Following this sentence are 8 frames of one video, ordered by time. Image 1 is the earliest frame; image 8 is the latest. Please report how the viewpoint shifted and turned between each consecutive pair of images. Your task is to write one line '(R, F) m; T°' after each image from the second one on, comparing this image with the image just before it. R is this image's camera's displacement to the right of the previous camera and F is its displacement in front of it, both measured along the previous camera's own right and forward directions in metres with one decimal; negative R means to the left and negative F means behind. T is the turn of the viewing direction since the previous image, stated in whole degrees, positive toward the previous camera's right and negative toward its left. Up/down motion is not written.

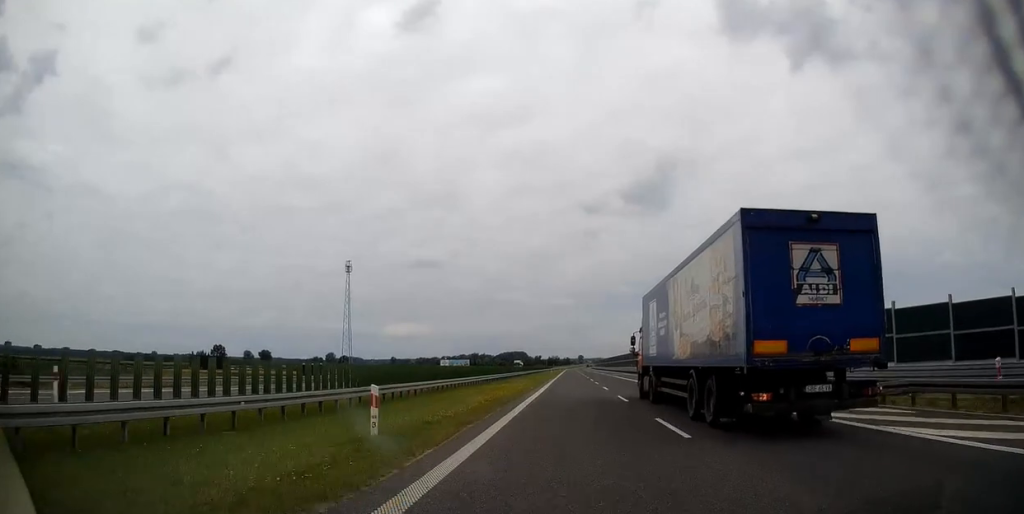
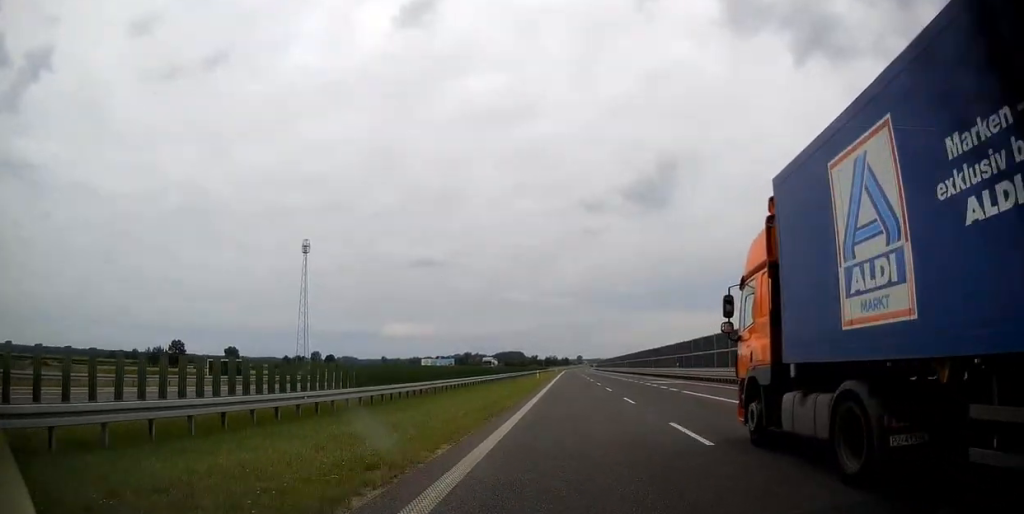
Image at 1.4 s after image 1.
(0.0, +49.2) m; 0°
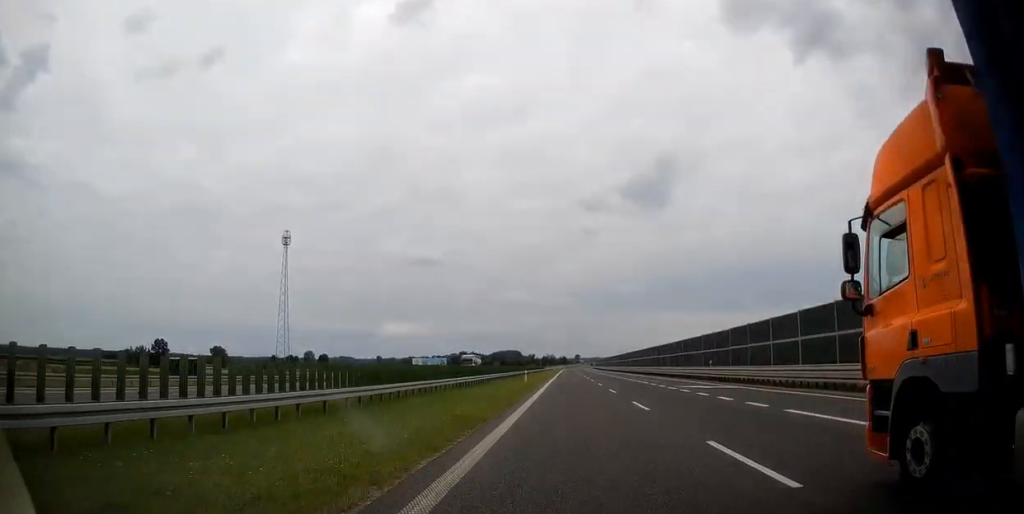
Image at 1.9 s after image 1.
(0.0, +16.0) m; 0°
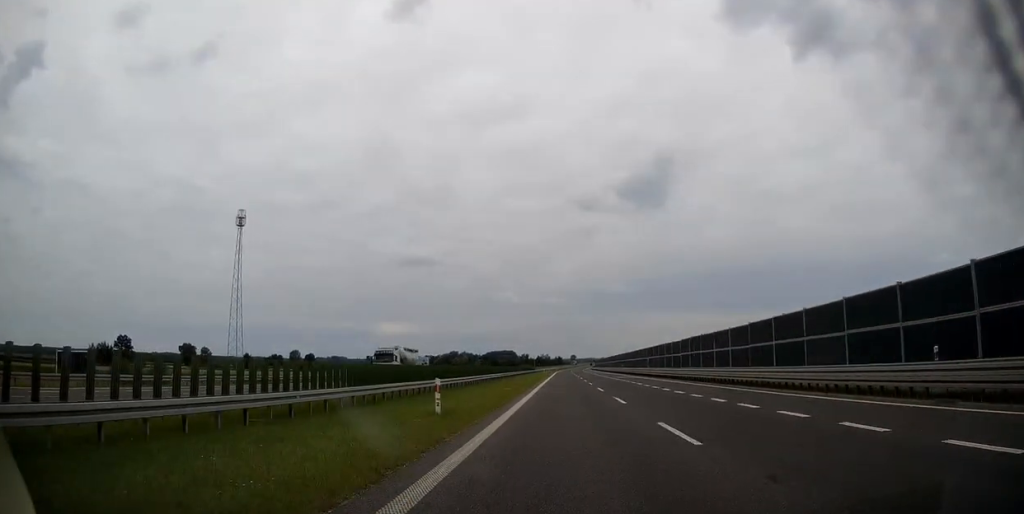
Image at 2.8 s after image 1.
(0.0, +32.2) m; 0°
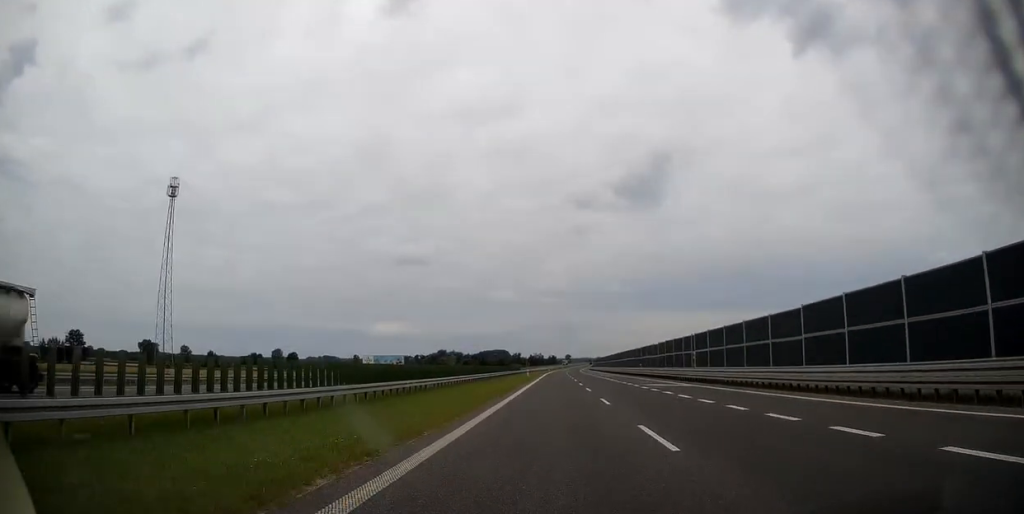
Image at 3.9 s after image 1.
(0.0, +36.8) m; +1°
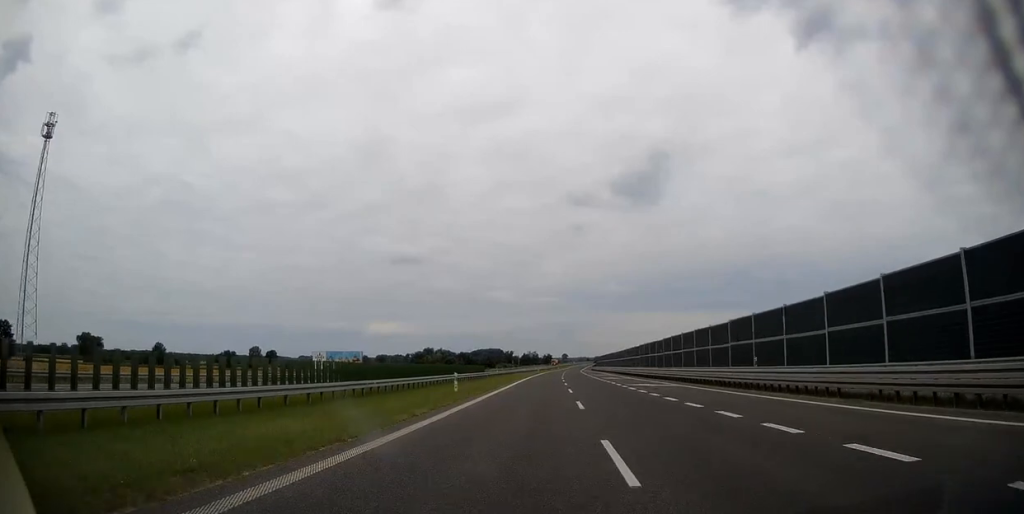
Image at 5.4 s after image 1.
(+0.5, +50.9) m; +1°
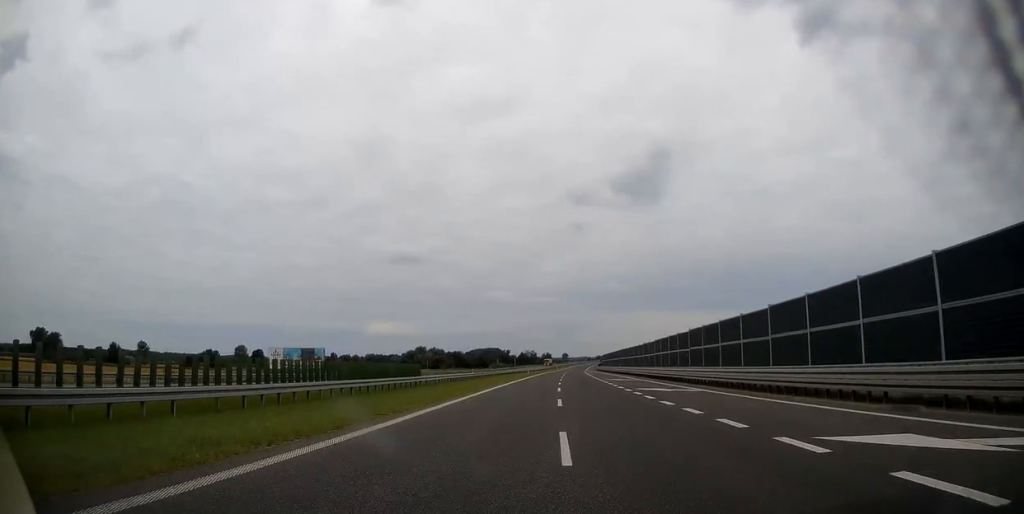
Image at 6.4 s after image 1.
(+0.1, +34.8) m; 0°
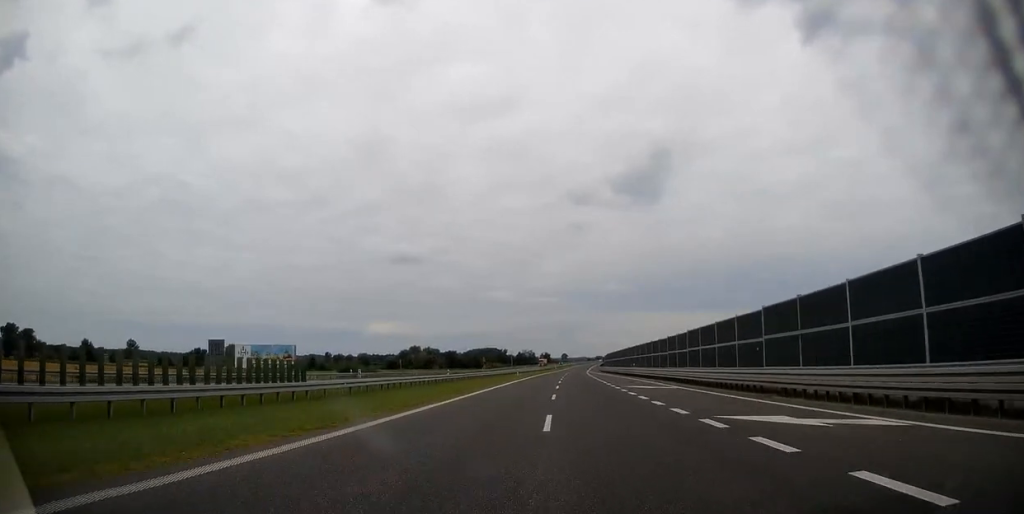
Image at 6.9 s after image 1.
(0.0, +19.8) m; 0°
